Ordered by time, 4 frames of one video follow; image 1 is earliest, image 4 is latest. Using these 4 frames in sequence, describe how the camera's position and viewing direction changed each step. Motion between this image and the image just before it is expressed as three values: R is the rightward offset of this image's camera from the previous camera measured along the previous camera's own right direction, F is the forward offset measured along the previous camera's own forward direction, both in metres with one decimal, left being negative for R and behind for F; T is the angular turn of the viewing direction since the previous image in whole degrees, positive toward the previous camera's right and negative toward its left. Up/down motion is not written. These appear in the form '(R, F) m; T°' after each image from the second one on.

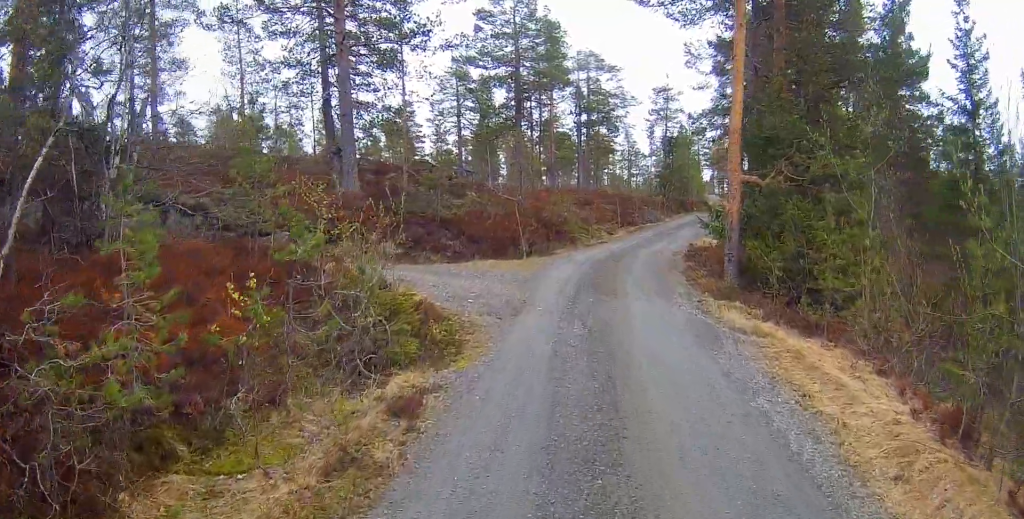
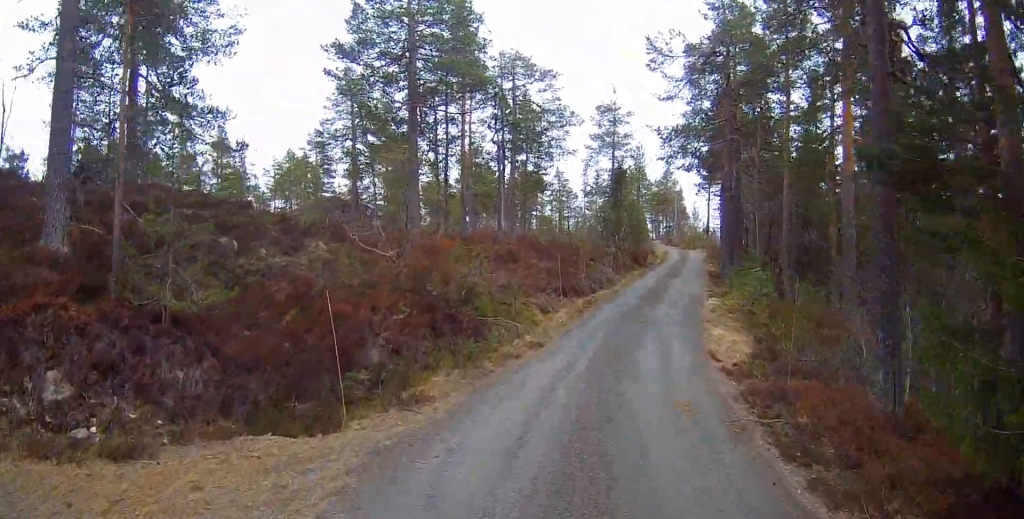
(0.0, +10.2) m; +3°
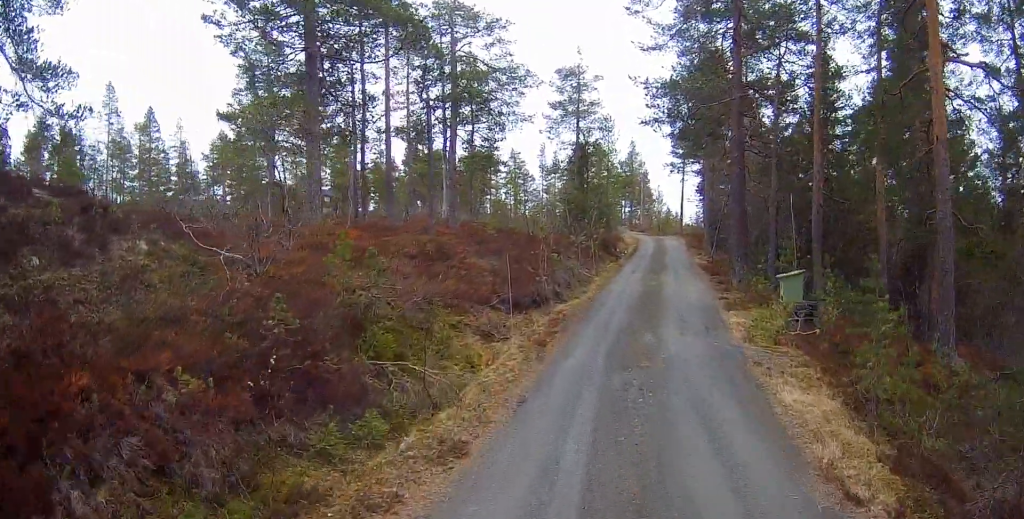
(+0.4, +6.0) m; +8°
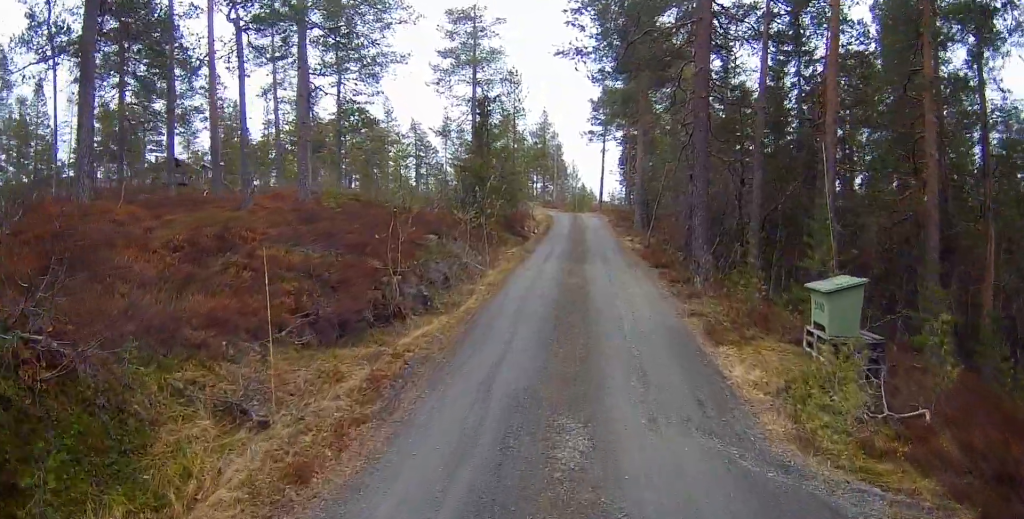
(+0.4, +7.0) m; +6°
